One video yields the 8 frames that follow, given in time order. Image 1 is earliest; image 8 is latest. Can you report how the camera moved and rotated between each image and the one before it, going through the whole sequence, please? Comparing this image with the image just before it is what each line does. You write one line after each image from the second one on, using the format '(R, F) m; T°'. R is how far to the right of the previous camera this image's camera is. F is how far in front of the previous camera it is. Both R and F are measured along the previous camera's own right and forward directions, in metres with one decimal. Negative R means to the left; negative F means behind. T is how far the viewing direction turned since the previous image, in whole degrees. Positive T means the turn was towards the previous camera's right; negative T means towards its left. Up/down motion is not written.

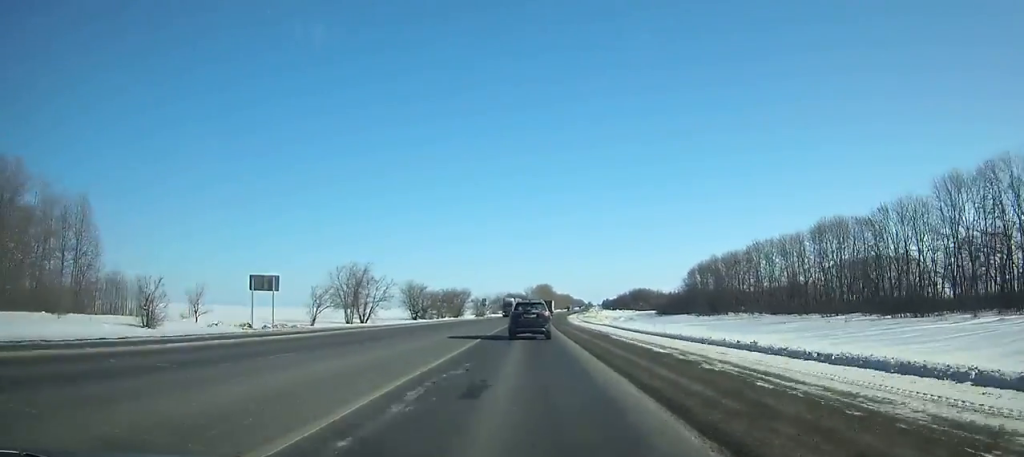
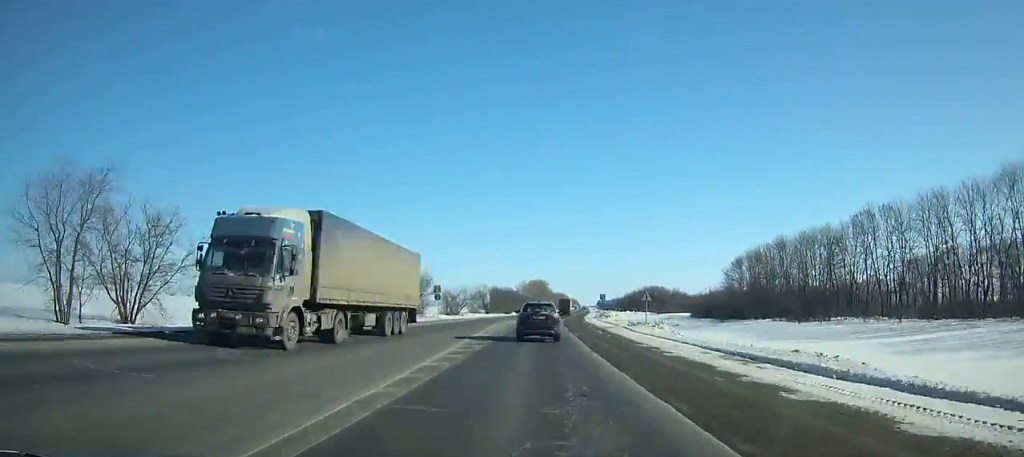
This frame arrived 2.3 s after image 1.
(+0.6, +55.9) m; +2°
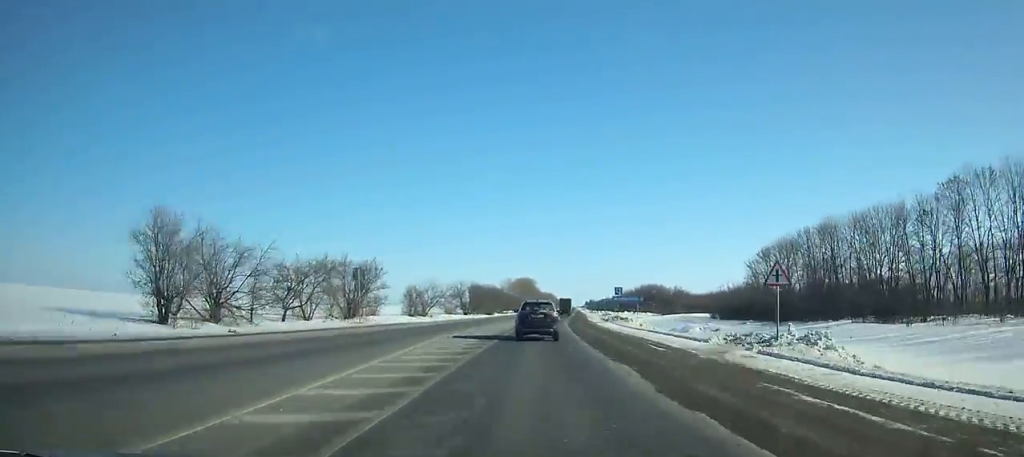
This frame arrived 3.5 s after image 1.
(-0.2, +29.0) m; +1°
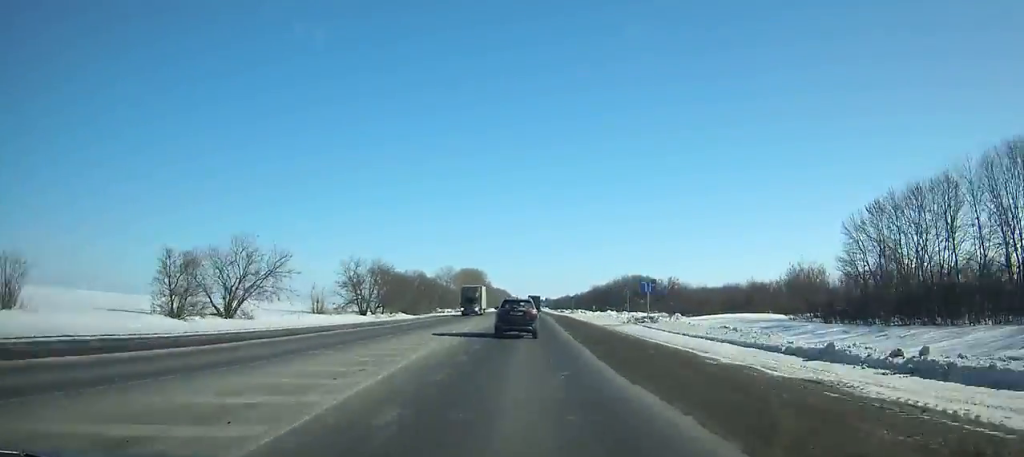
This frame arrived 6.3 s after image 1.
(+1.5, +66.8) m; +3°
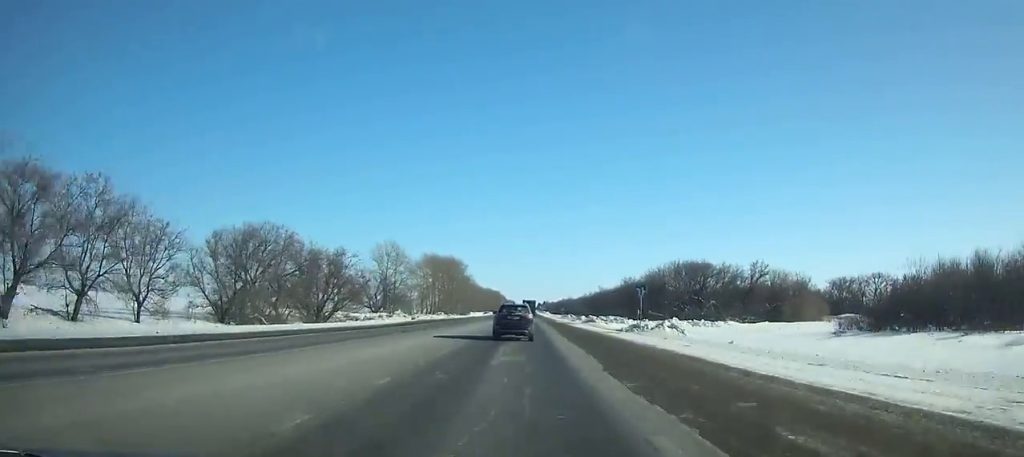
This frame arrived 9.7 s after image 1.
(+2.3, +80.2) m; +1°
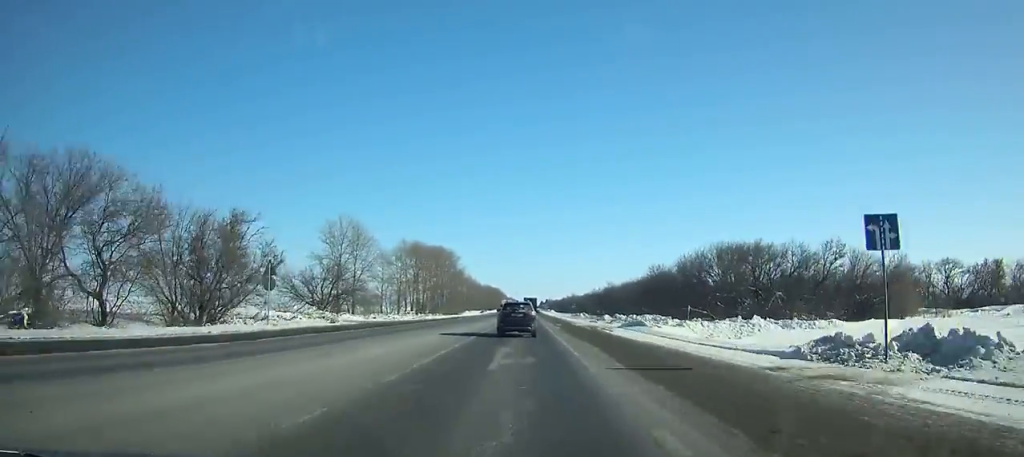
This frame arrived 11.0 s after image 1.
(-0.1, +30.8) m; 0°
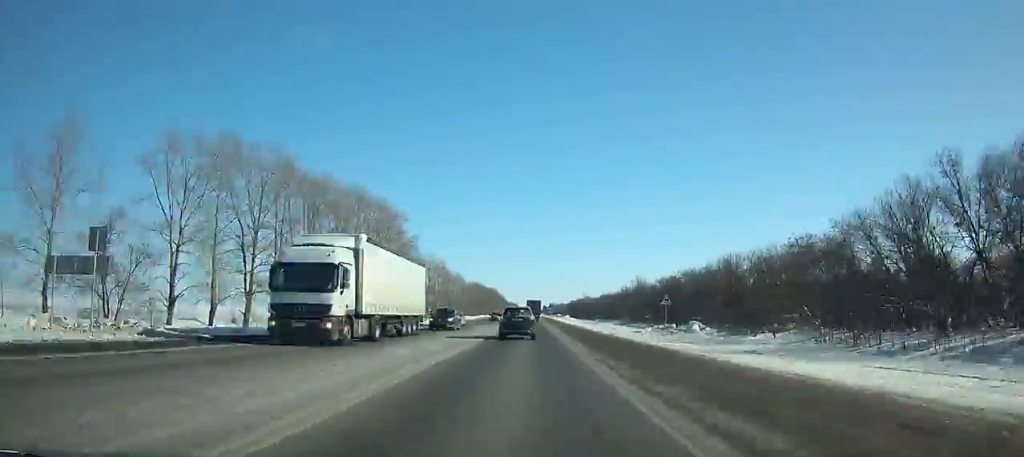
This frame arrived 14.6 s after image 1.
(-0.4, +86.1) m; -1°
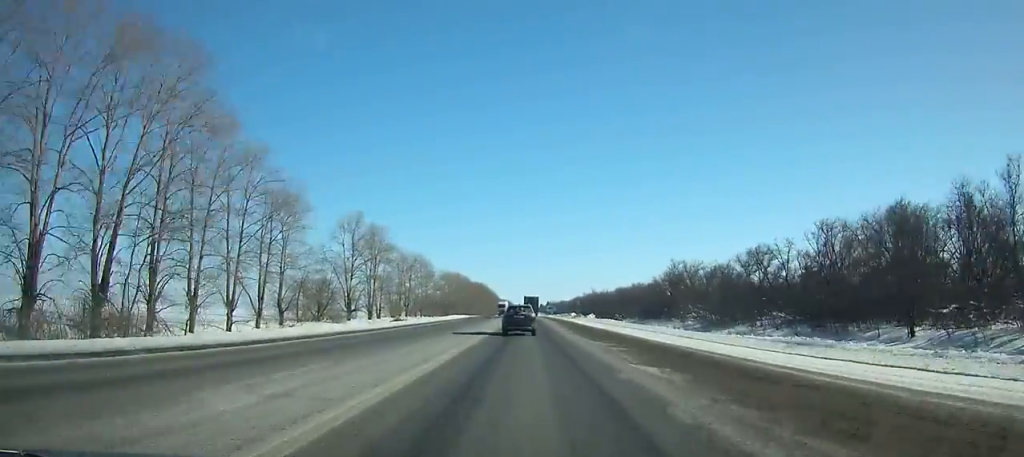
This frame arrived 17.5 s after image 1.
(-0.3, +71.7) m; 0°
